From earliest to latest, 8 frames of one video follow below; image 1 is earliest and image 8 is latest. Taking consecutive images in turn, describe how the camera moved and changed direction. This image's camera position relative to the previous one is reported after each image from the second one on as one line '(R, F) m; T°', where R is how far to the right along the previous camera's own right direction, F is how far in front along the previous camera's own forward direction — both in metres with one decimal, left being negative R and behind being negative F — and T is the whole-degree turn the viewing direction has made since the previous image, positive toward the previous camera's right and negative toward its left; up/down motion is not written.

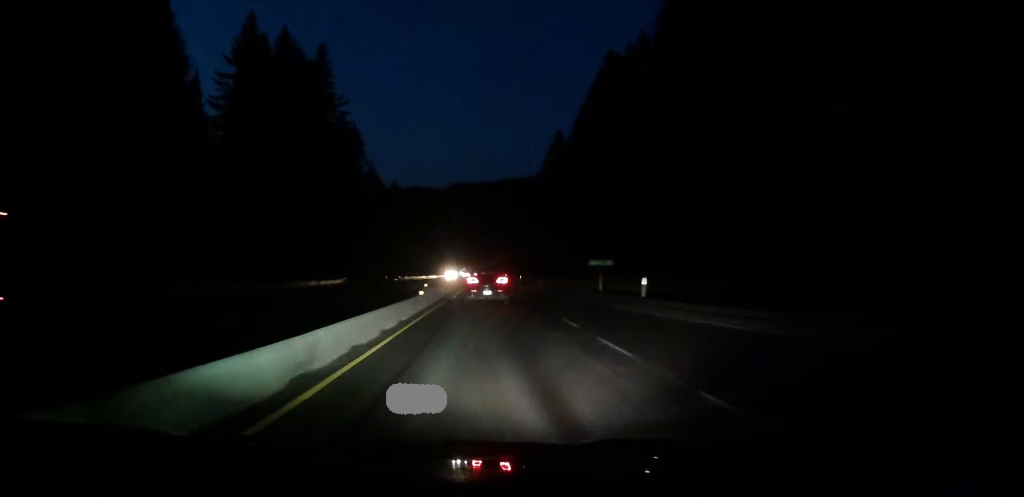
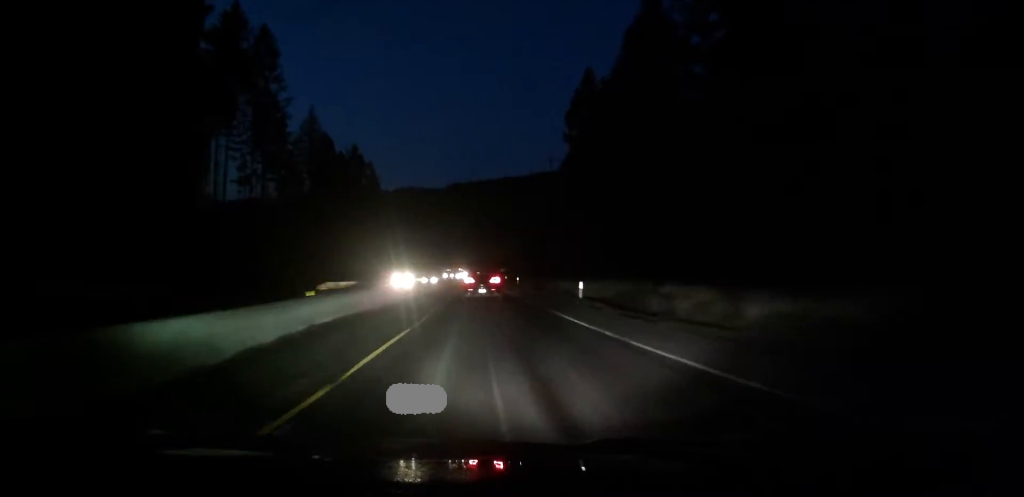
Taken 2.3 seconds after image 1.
(-1.0, +56.2) m; -1°
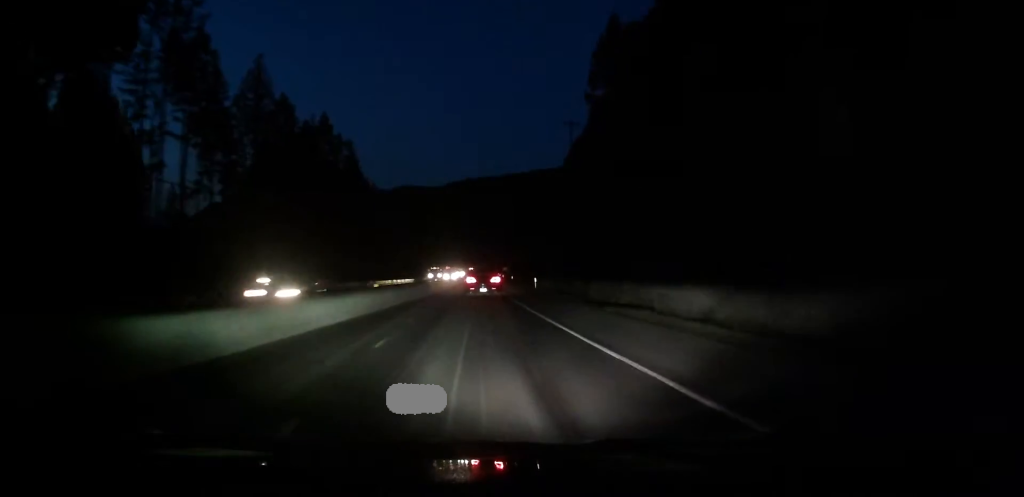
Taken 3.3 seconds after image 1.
(+0.2, +26.3) m; +1°
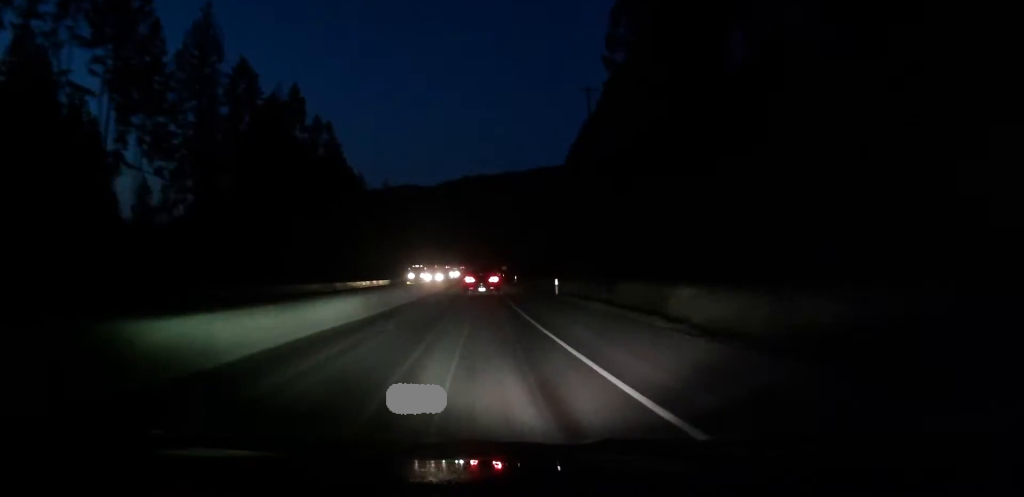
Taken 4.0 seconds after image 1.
(0.0, +16.6) m; 0°
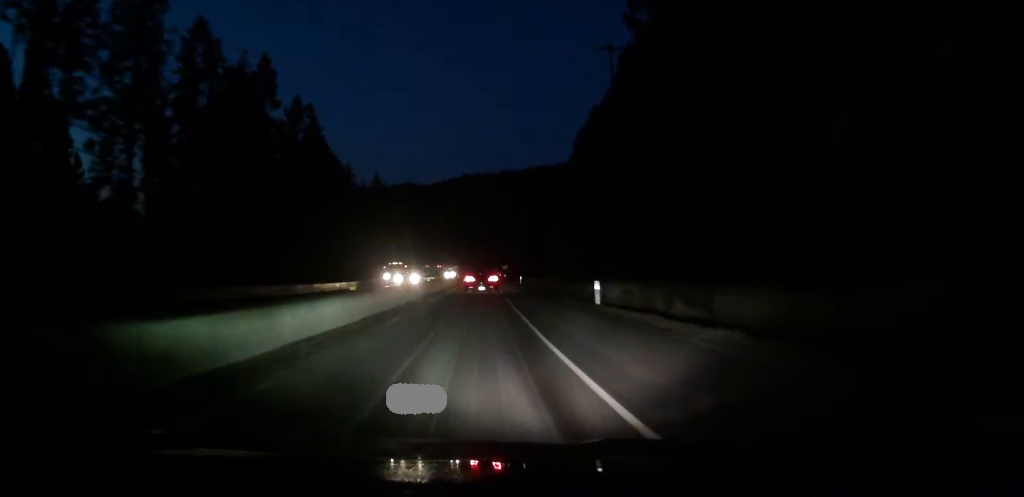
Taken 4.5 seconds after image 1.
(0.0, +13.3) m; 0°
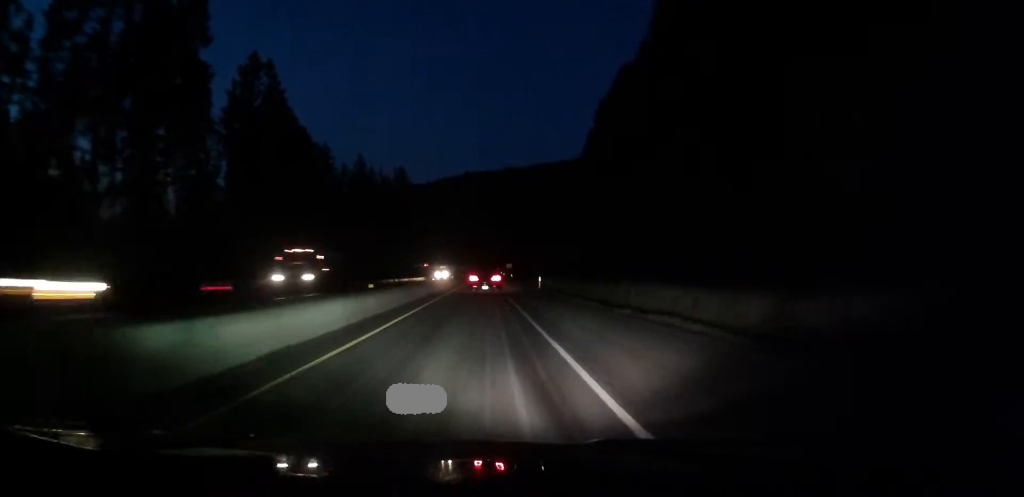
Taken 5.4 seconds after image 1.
(+0.2, +22.7) m; 0°
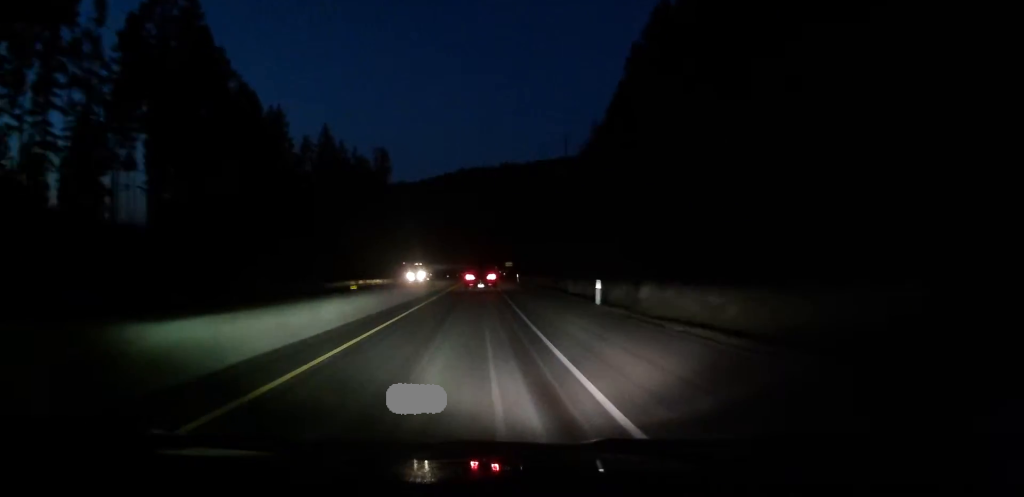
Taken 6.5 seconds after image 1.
(-0.2, +27.0) m; 0°
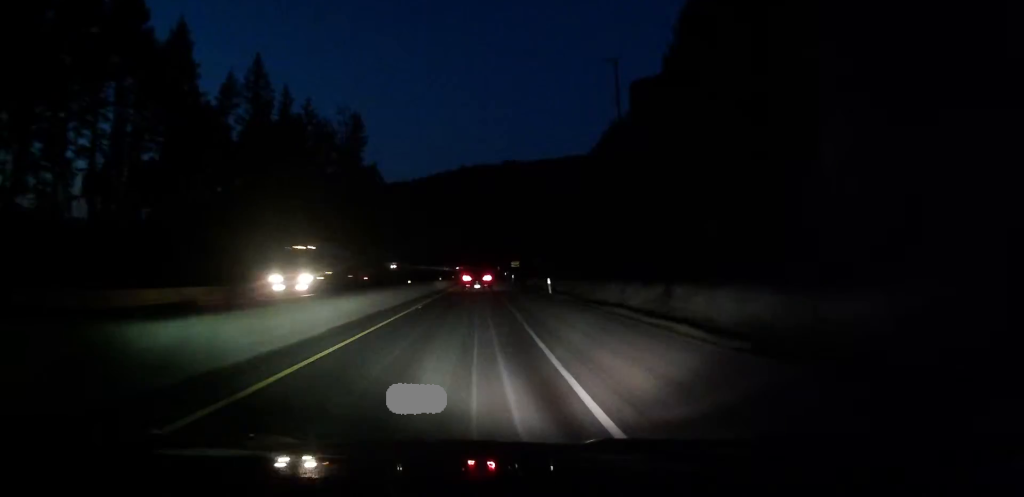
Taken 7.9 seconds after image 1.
(+0.2, +35.0) m; 0°
